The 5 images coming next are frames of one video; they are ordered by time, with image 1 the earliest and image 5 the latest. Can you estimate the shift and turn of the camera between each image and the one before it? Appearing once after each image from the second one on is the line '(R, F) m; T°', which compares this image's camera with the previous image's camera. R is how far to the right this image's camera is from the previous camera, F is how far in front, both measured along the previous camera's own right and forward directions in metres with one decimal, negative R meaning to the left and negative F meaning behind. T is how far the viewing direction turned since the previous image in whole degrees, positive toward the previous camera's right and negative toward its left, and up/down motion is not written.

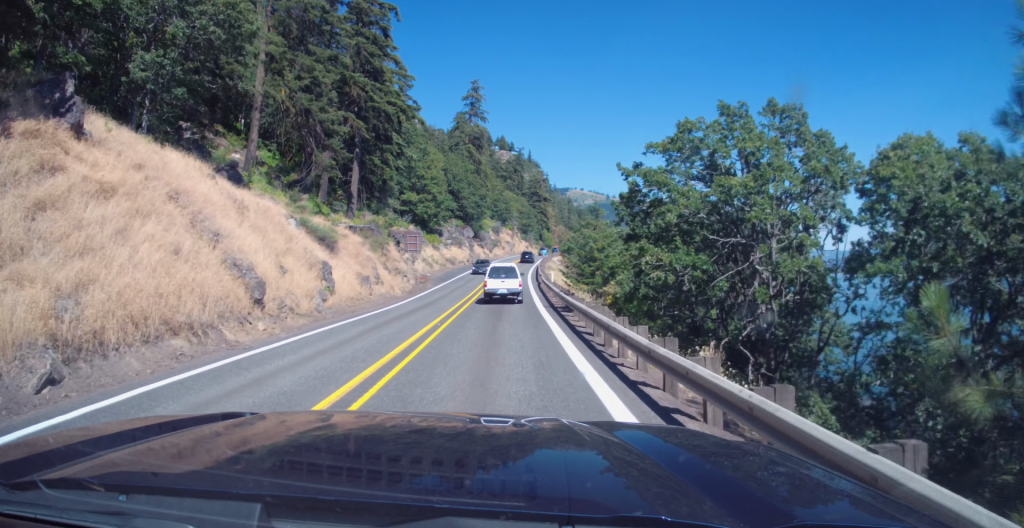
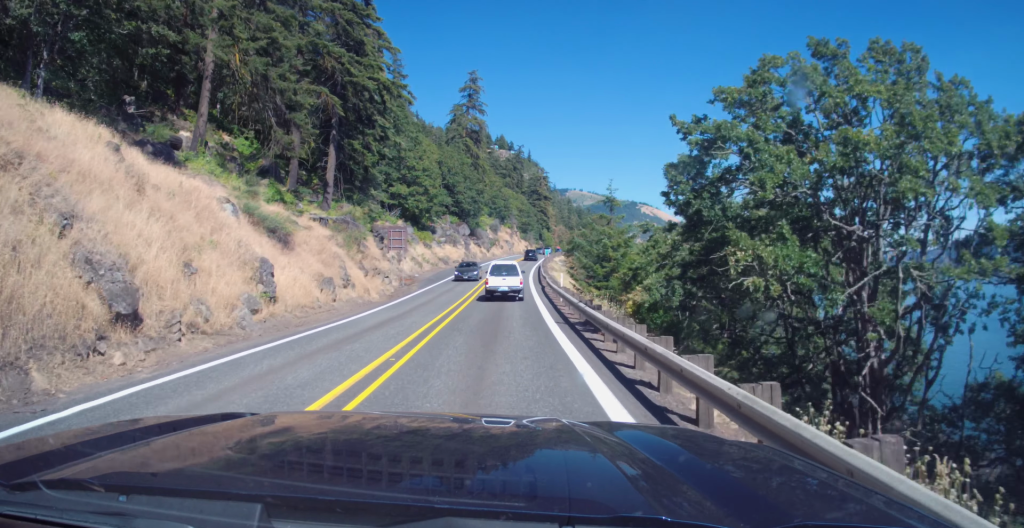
(0.0, +7.7) m; 0°
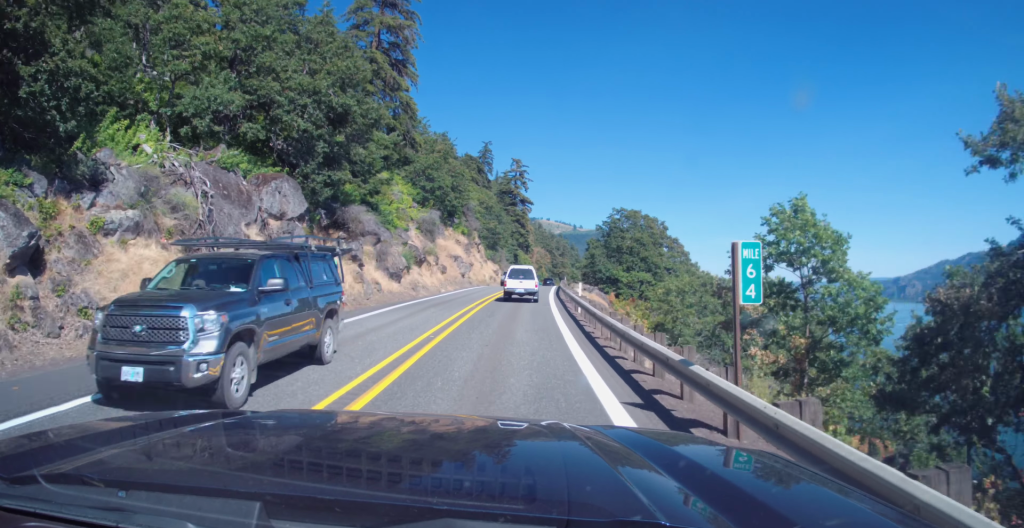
(+1.6, +68.7) m; +3°
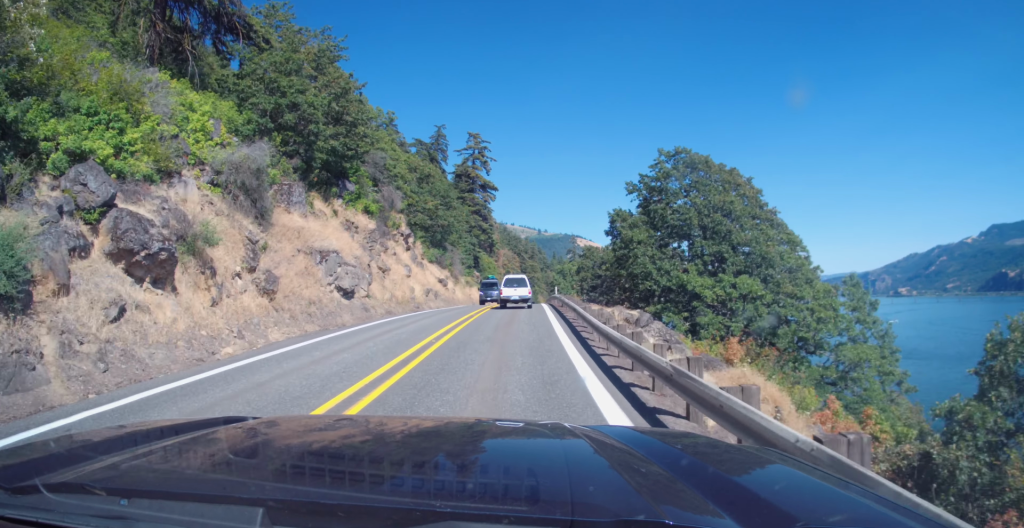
(+0.3, +35.0) m; +2°
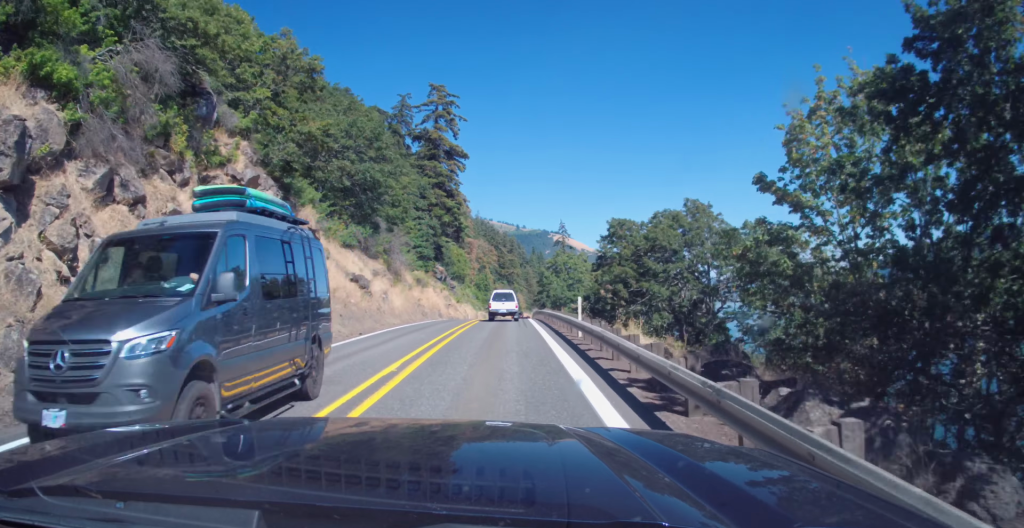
(+0.6, +28.1) m; +1°
